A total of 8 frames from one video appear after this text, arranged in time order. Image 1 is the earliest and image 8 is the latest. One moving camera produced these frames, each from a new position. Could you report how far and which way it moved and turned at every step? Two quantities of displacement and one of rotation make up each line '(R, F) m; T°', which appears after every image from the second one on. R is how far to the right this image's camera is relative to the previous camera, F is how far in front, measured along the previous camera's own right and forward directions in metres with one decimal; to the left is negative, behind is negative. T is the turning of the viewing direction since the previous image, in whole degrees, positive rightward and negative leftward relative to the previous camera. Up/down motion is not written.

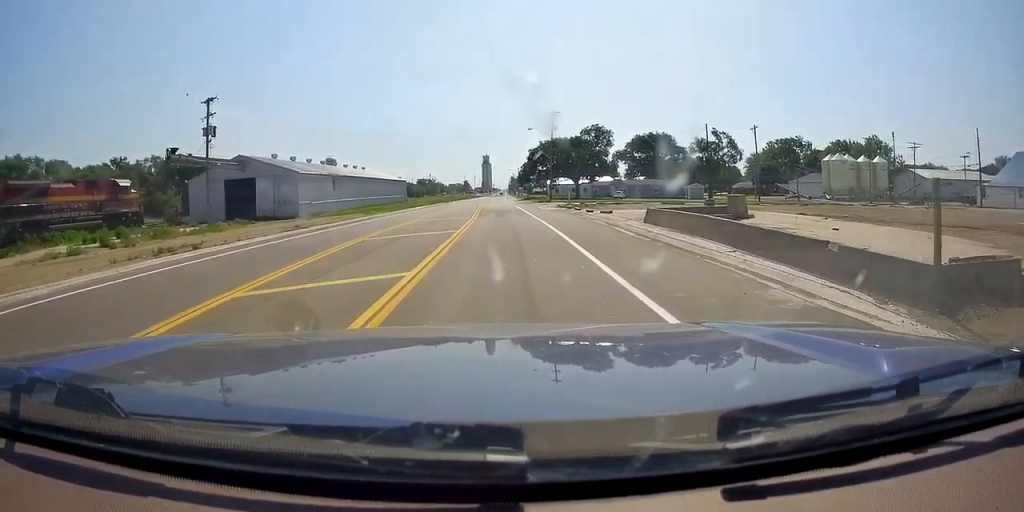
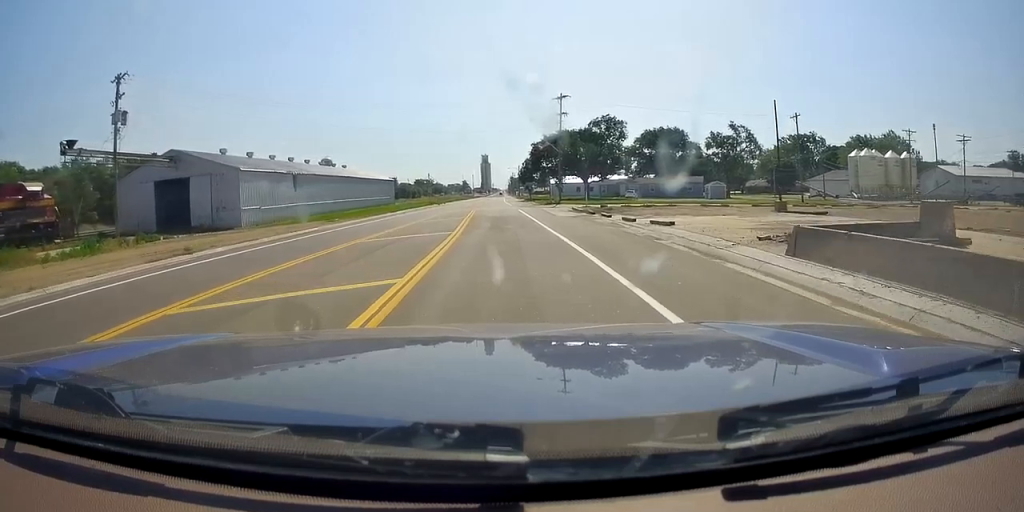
(0.0, +12.7) m; -1°
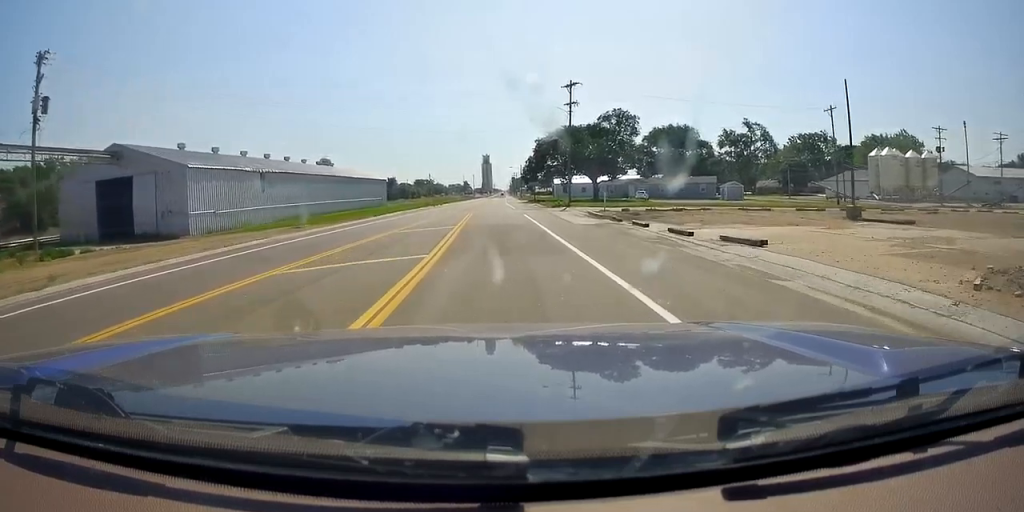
(-0.2, +8.0) m; -1°
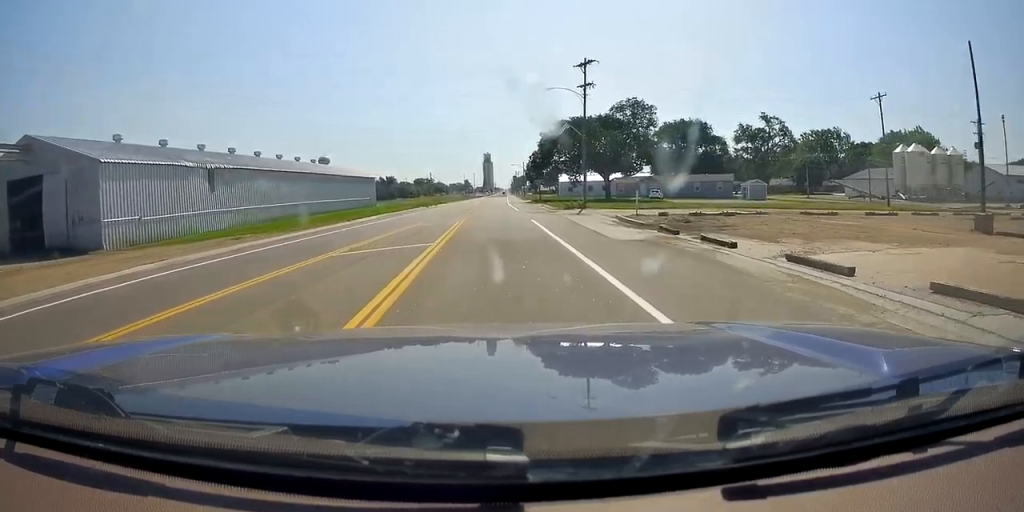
(-0.1, +9.2) m; 0°
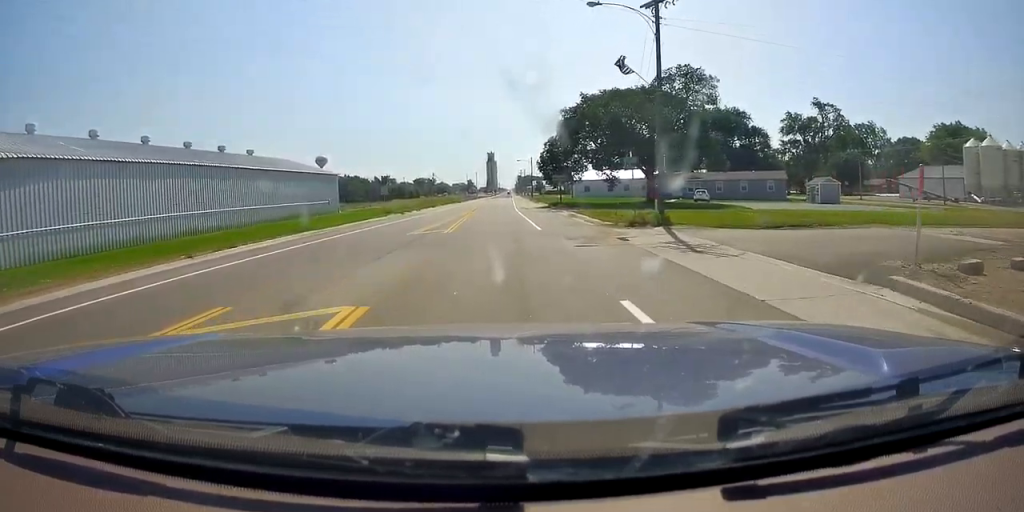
(+0.3, +21.8) m; +2°
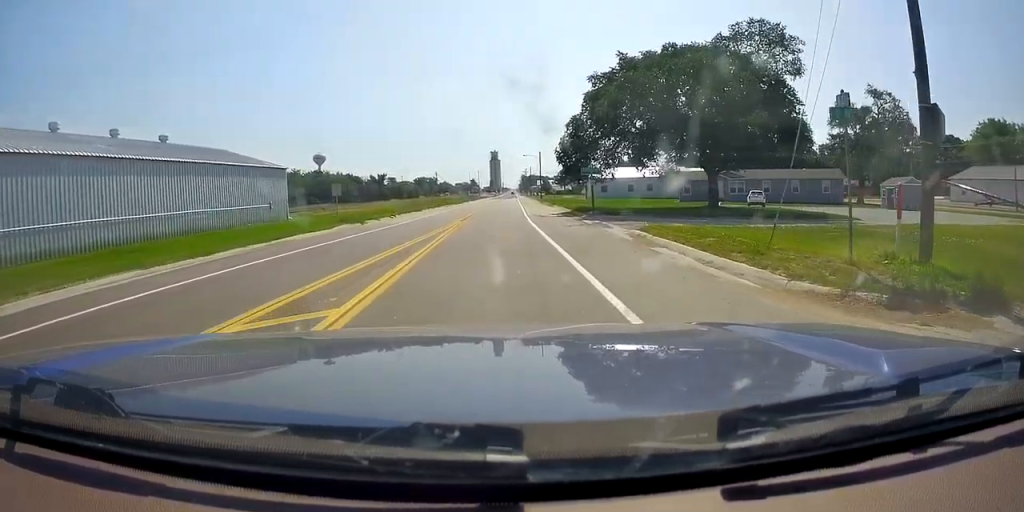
(+0.3, +16.9) m; 0°
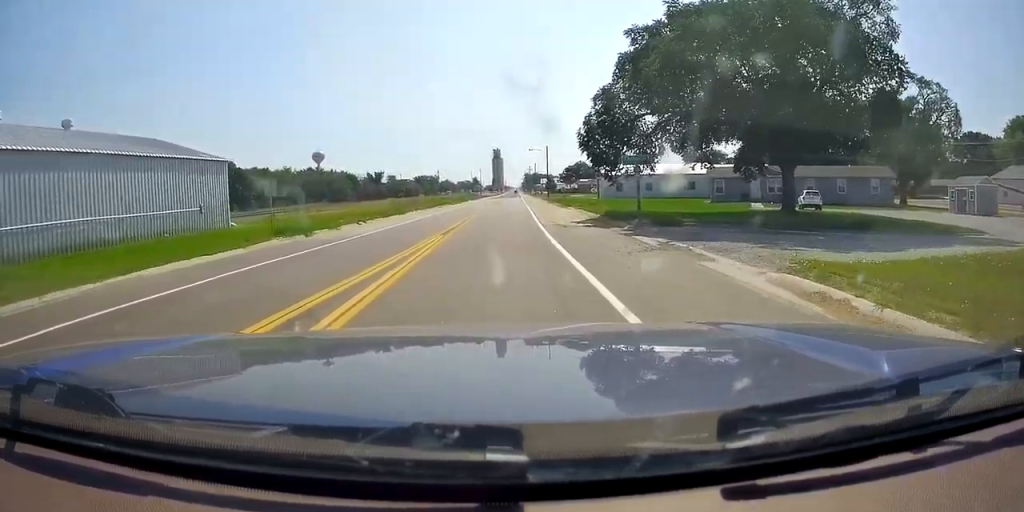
(+0.1, +11.5) m; -1°
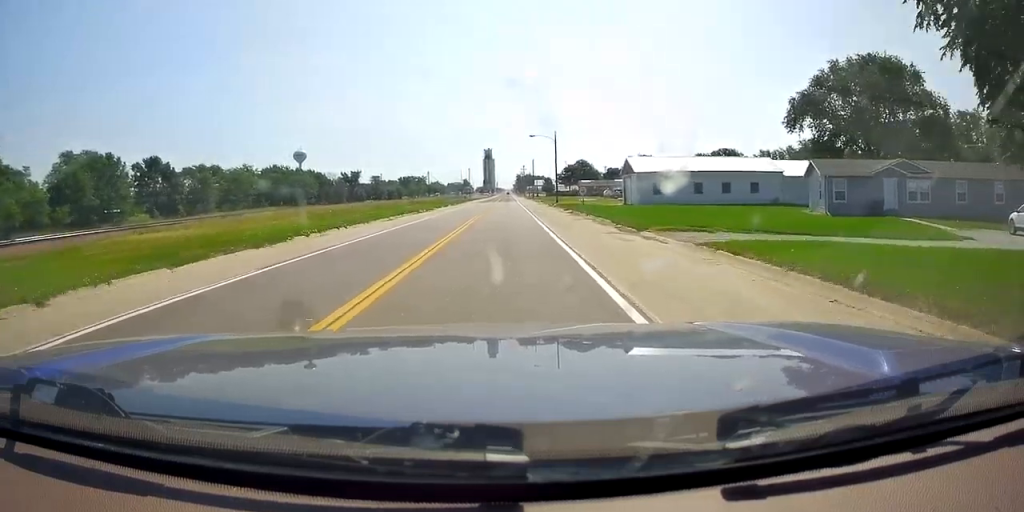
(-0.1, +27.8) m; 0°
